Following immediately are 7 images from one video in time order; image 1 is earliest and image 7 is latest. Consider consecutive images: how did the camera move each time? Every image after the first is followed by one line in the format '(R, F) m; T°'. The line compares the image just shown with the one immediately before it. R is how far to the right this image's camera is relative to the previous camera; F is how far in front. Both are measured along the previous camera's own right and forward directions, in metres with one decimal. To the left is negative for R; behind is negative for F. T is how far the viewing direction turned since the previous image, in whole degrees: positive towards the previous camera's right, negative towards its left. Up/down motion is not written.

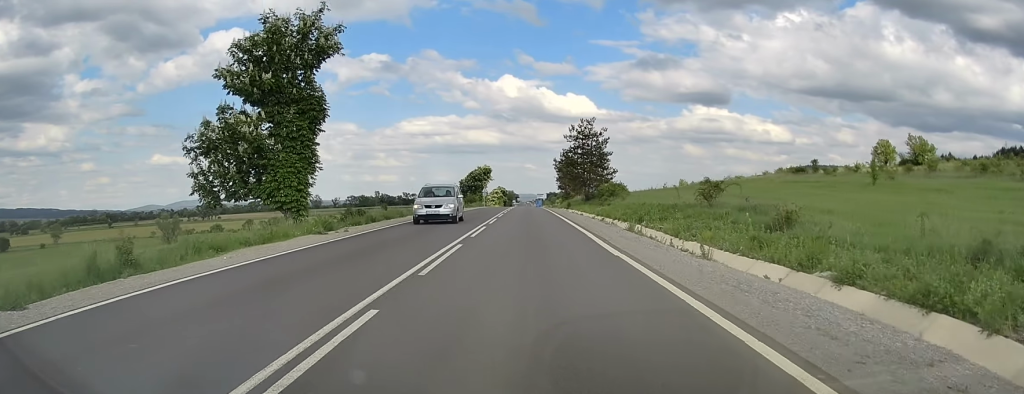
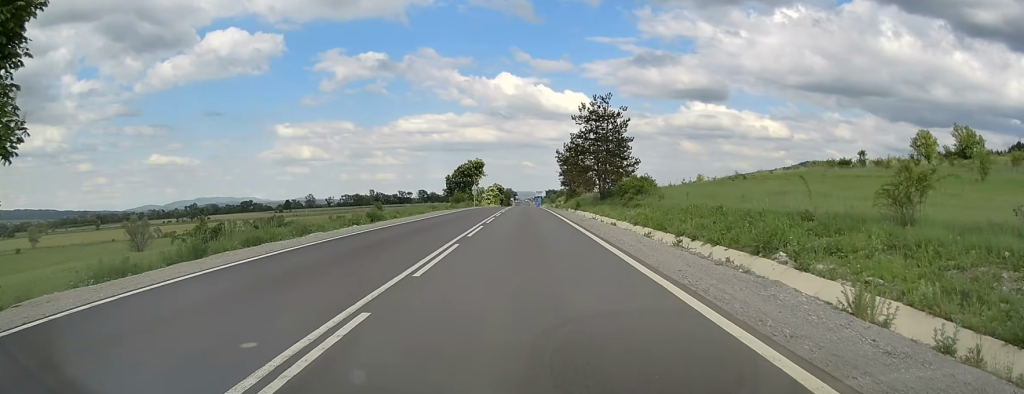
(0.0, +18.2) m; +1°
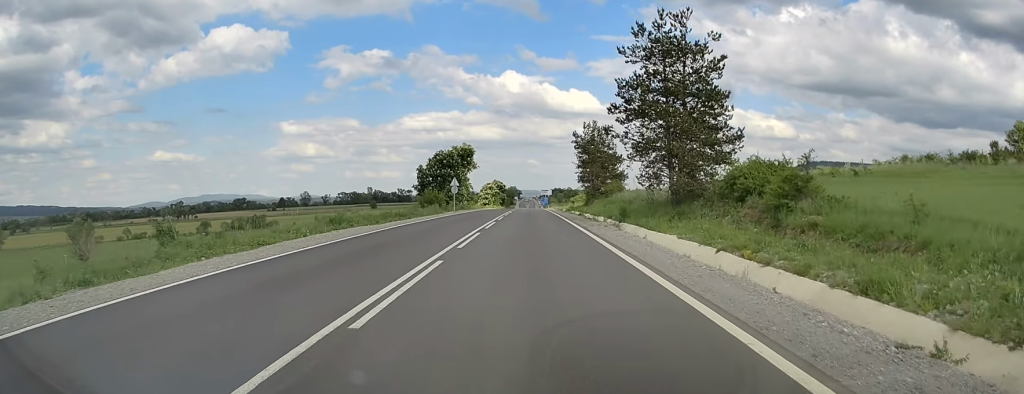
(+0.6, +30.9) m; +1°
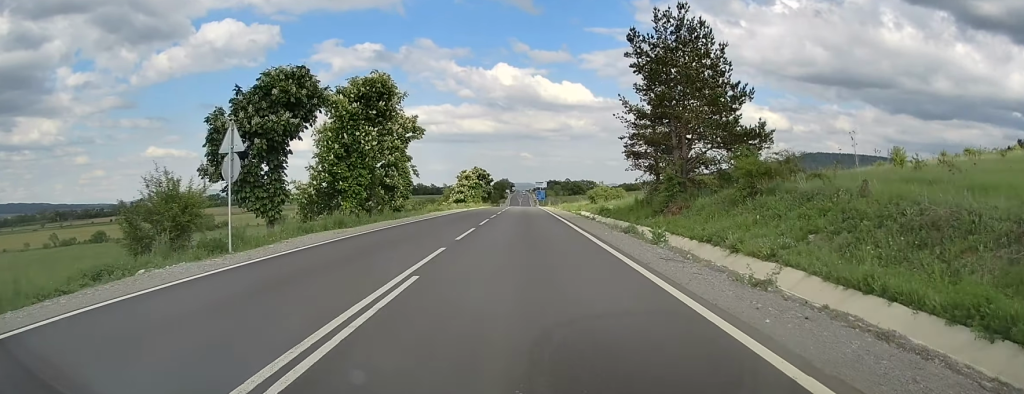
(-0.8, +47.6) m; -1°
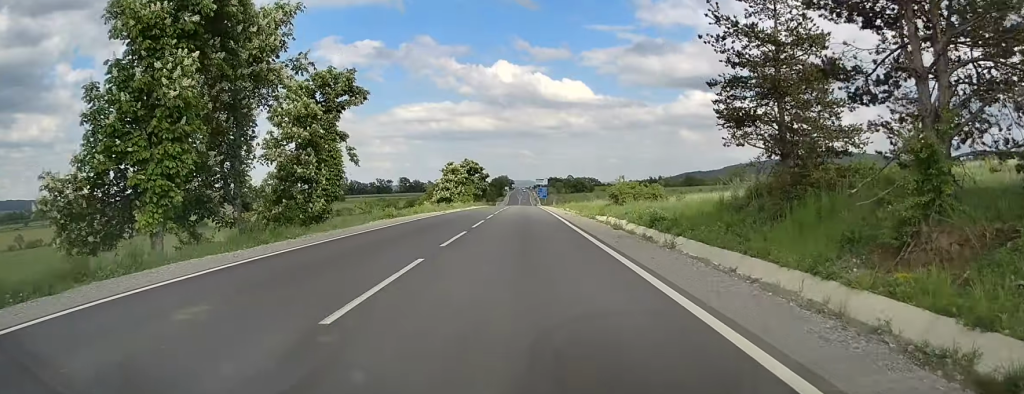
(+0.3, +20.7) m; +1°
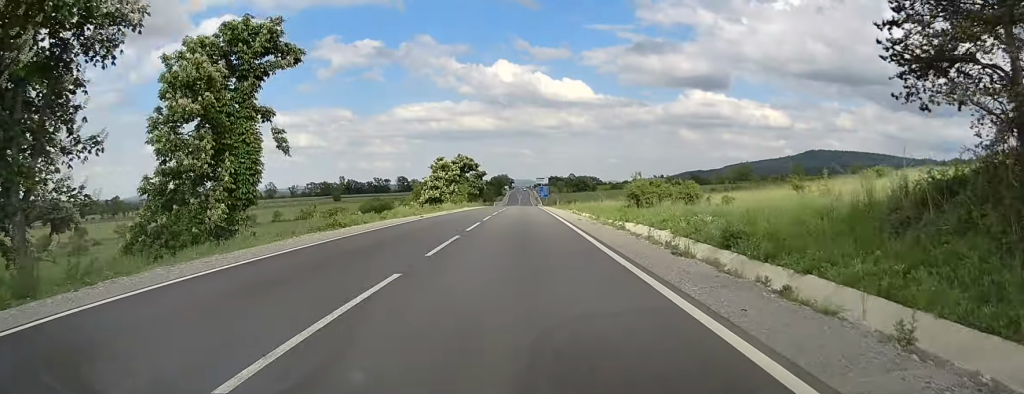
(0.0, +11.1) m; 0°
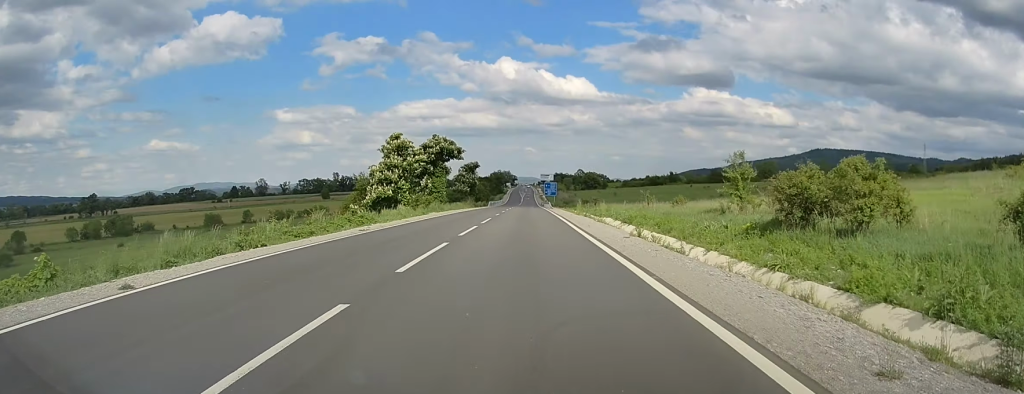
(+0.1, +30.2) m; -1°
